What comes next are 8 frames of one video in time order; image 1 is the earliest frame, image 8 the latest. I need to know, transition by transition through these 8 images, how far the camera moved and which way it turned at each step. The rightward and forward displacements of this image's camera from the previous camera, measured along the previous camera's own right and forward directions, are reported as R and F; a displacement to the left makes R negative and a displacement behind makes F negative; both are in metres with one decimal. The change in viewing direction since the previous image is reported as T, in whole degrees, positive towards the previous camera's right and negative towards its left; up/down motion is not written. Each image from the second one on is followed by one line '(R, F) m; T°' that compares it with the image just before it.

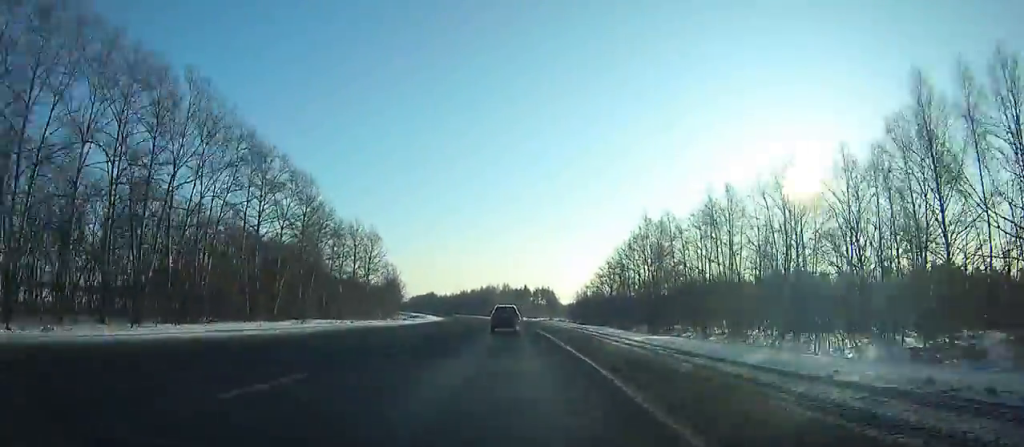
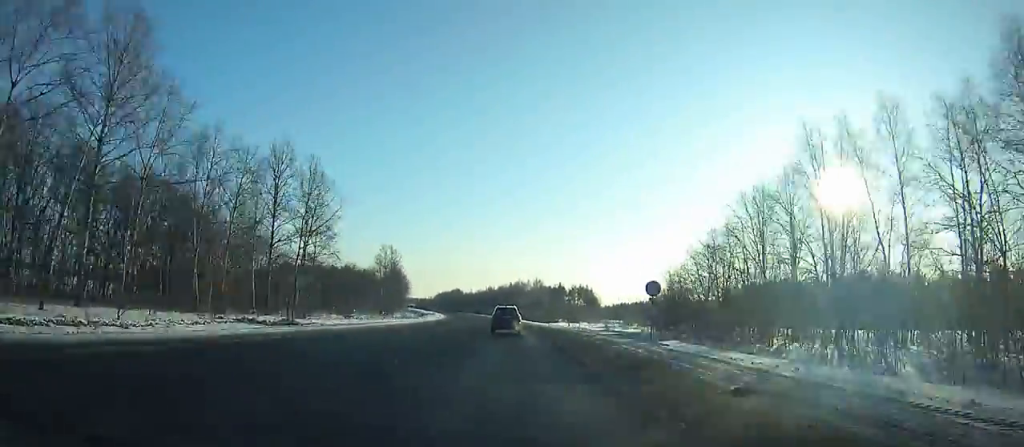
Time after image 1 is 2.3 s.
(-1.1, +55.6) m; -2°
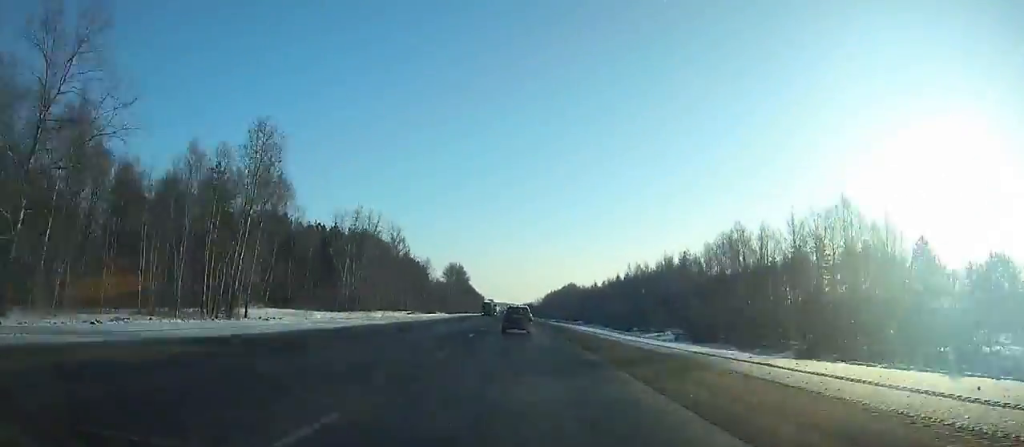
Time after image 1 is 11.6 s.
(-23.0, +221.6) m; -11°
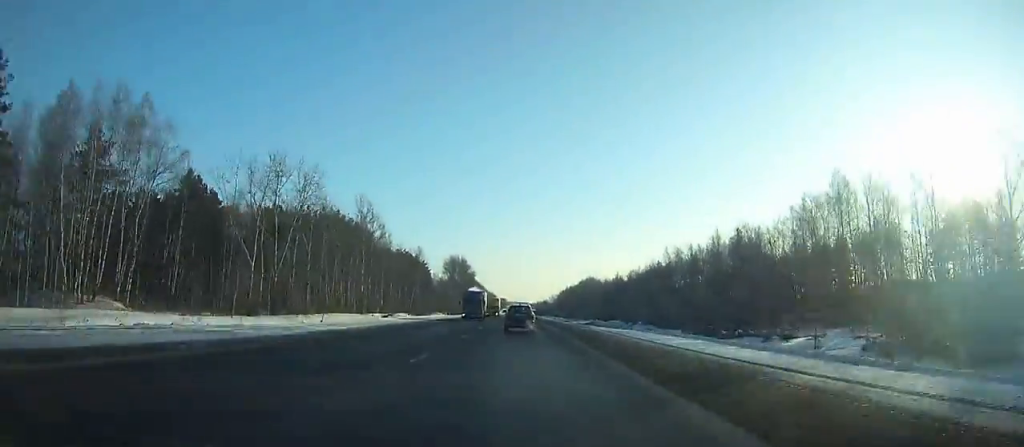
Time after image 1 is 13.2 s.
(-0.5, +38.2) m; -1°
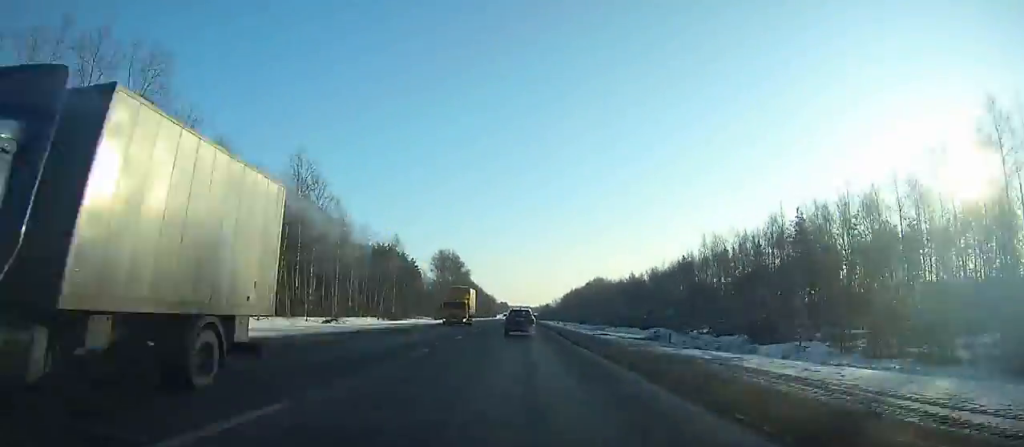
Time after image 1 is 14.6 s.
(-0.3, +33.3) m; -1°
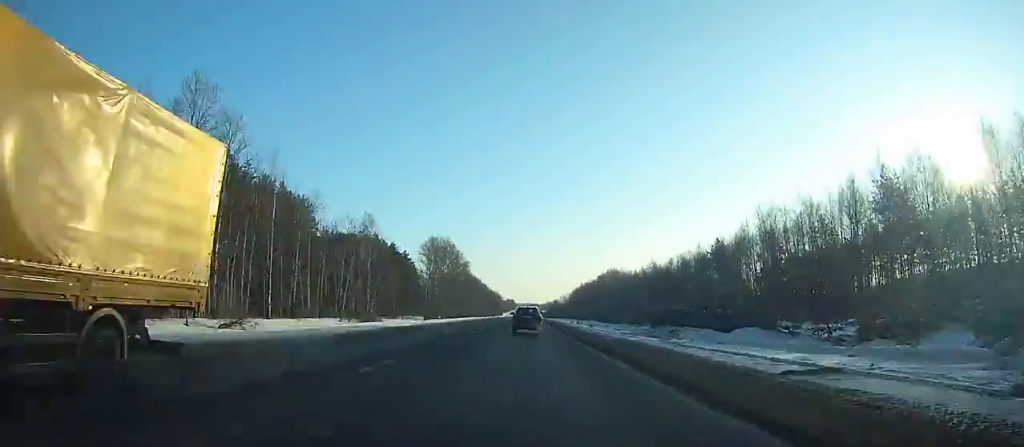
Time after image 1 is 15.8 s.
(-0.1, +28.5) m; 0°
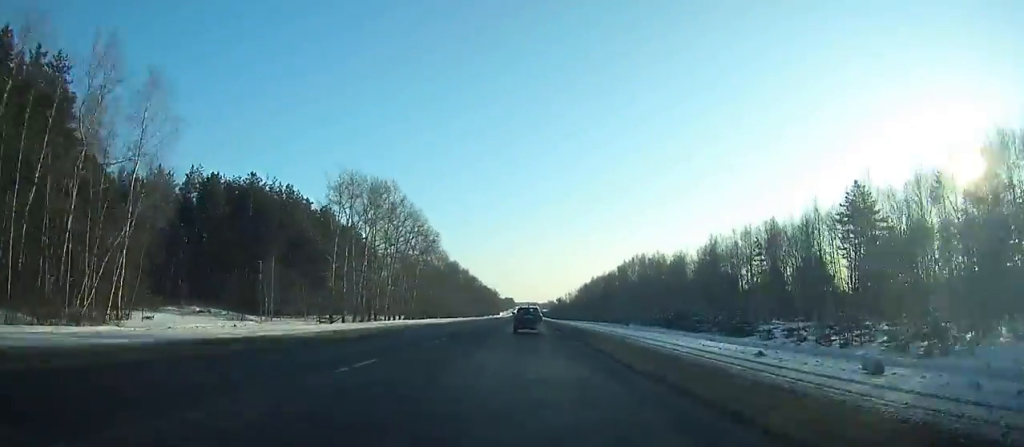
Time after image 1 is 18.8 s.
(-0.4, +71.3) m; 0°
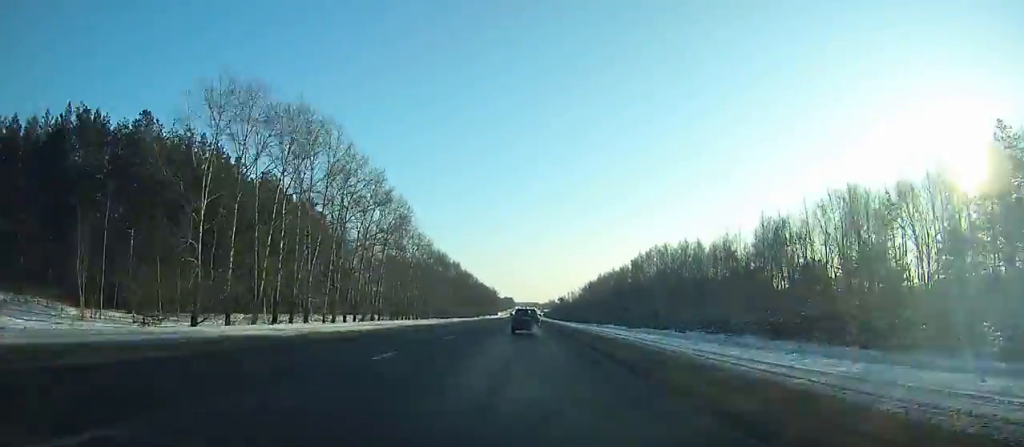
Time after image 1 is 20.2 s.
(-0.1, +33.3) m; 0°
